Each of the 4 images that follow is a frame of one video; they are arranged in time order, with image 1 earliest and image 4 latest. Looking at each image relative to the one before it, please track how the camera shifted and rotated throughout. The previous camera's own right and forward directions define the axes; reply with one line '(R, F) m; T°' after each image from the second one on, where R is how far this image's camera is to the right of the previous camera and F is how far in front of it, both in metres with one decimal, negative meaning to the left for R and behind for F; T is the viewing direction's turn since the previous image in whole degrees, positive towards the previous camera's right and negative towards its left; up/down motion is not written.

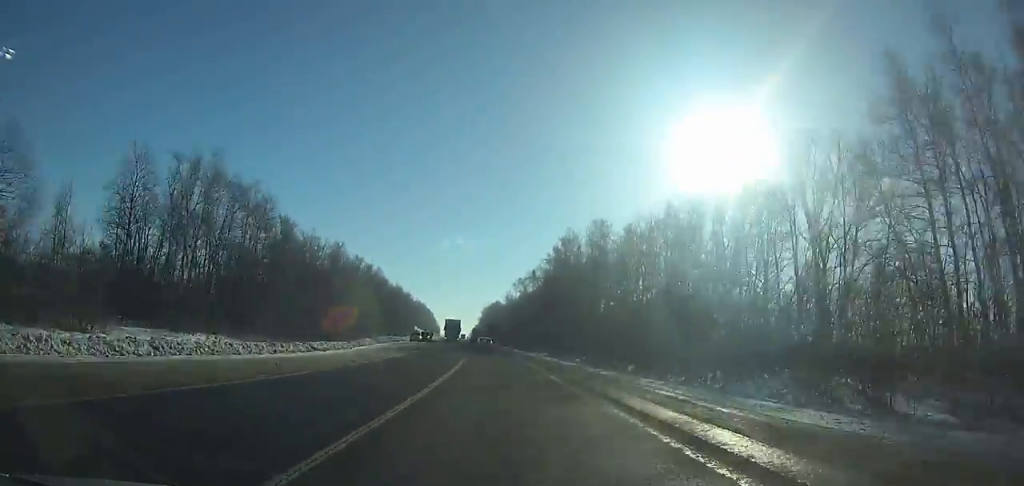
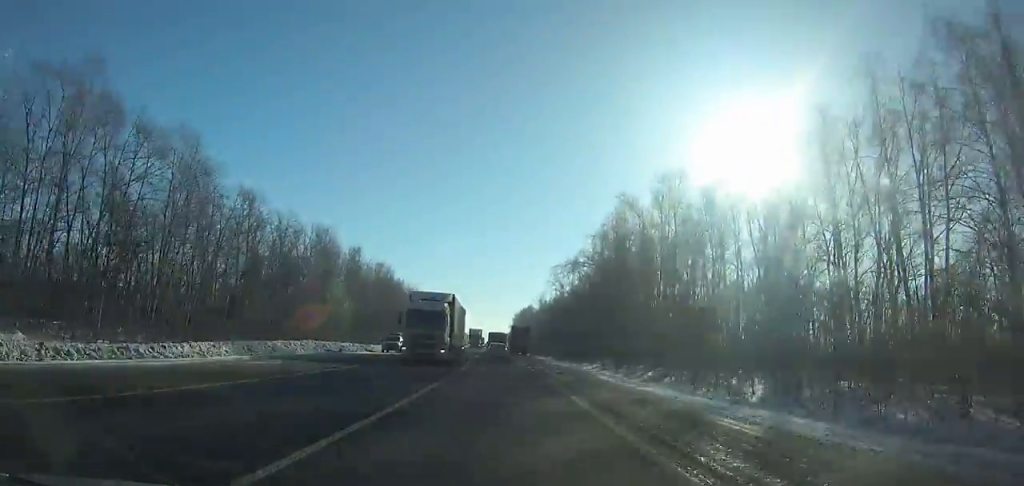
(-1.2, +34.6) m; -3°
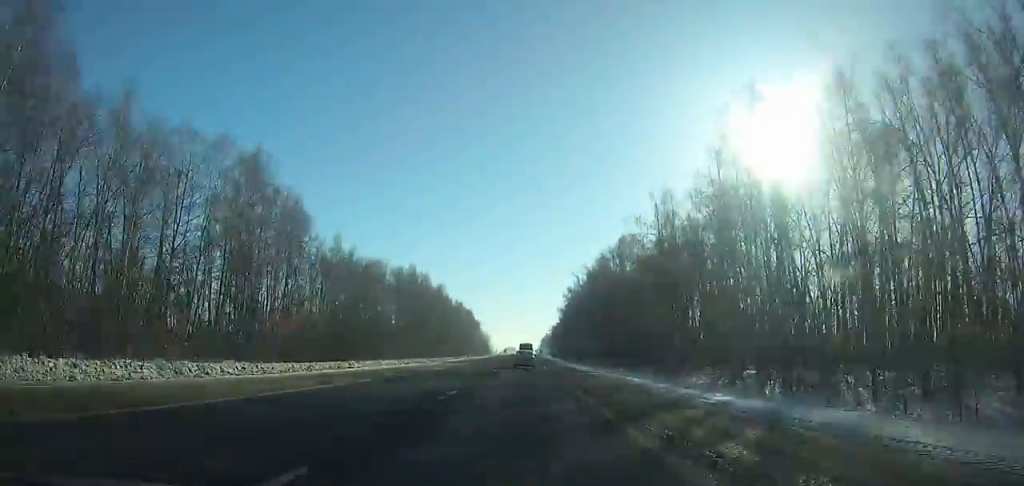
(-7.3, +234.5) m; -2°
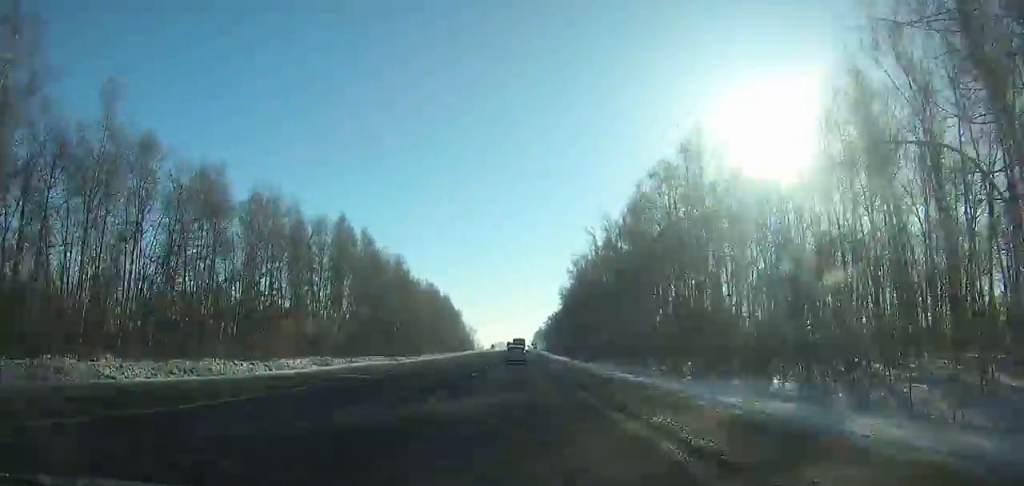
(+0.5, +61.8) m; 0°
